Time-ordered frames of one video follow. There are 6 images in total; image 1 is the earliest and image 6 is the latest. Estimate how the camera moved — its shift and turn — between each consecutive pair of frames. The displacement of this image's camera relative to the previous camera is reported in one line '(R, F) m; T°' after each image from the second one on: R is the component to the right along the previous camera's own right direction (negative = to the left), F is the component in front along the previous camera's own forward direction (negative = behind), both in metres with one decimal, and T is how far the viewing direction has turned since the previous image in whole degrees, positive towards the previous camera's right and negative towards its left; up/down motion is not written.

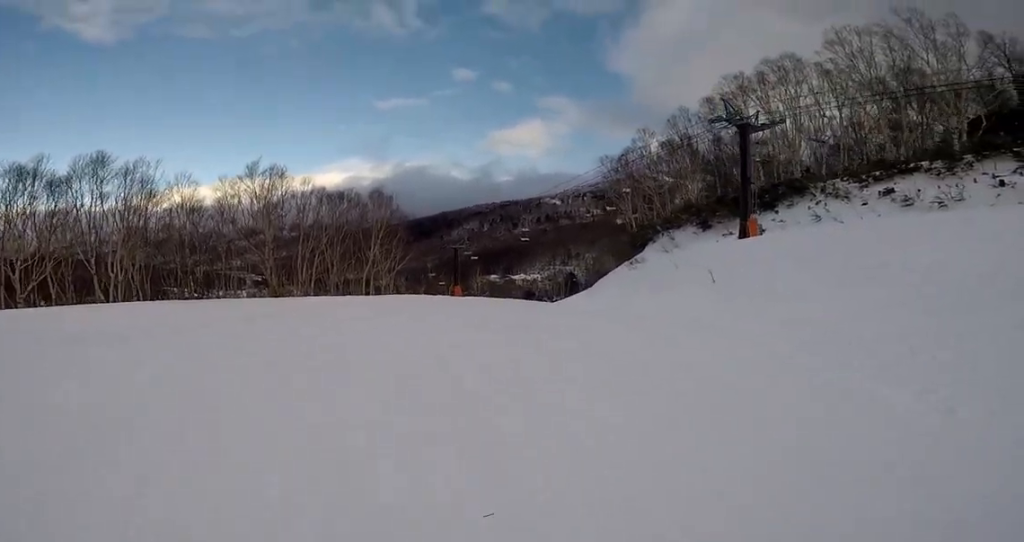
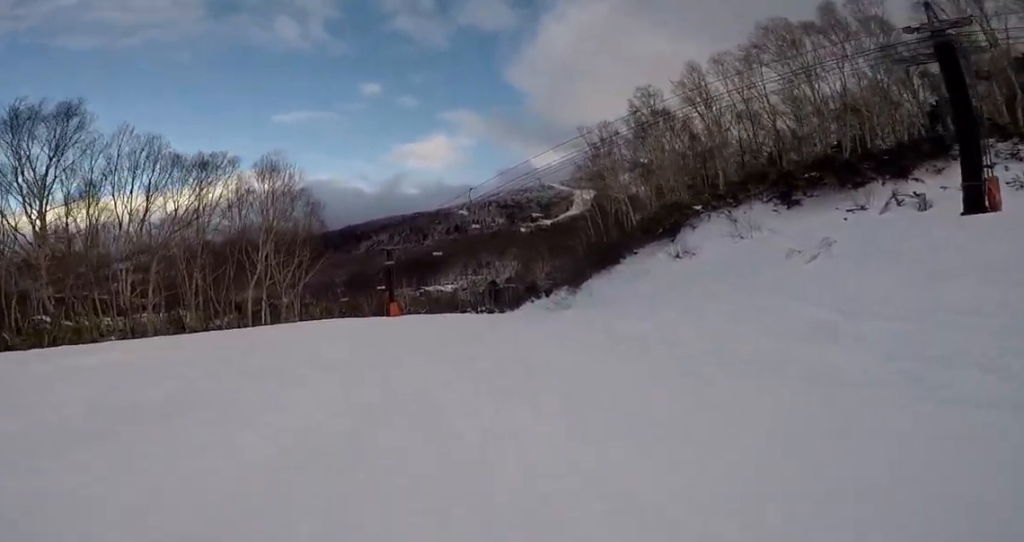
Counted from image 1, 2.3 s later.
(-0.2, +15.2) m; +22°
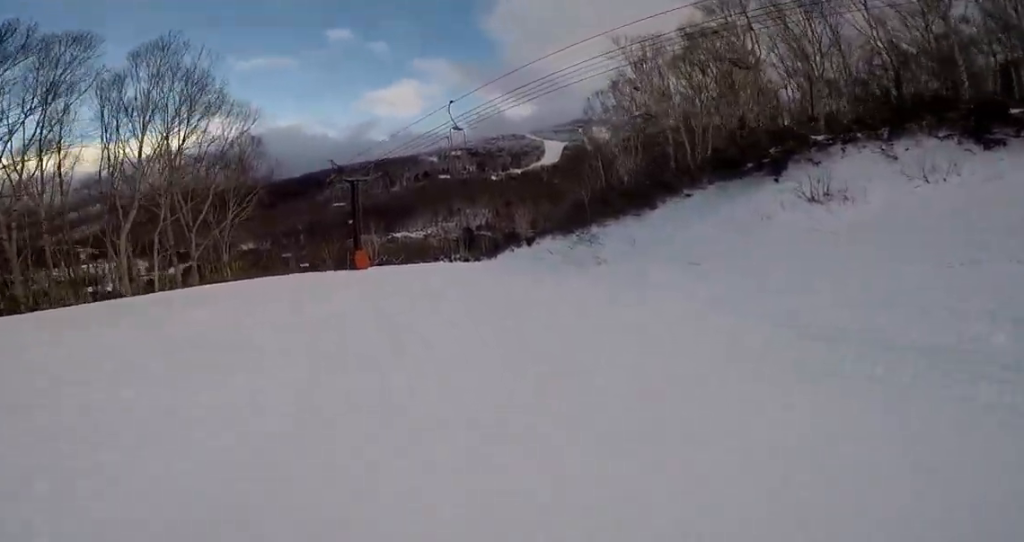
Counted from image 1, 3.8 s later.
(+1.0, +9.8) m; +3°
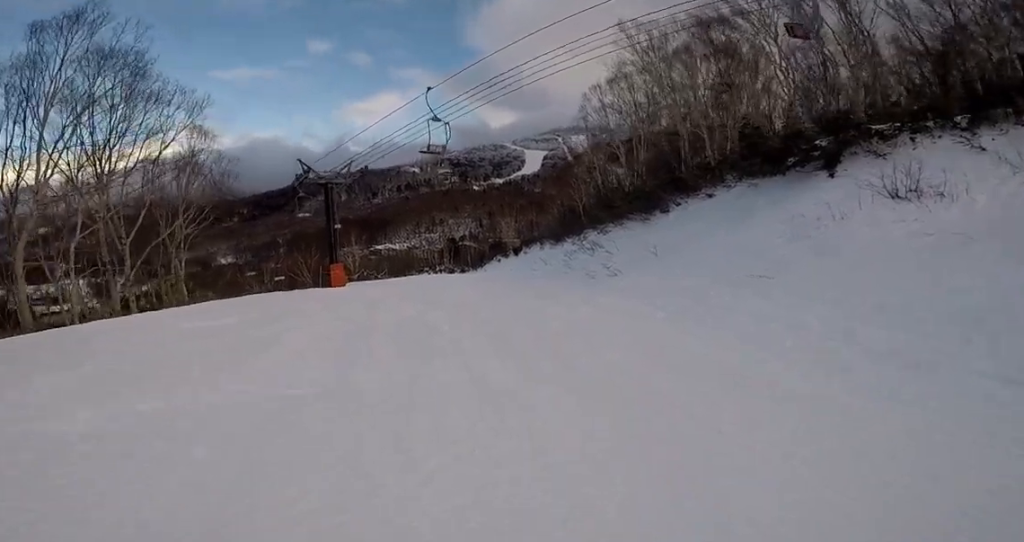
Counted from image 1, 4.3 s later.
(-0.5, +3.8) m; +1°
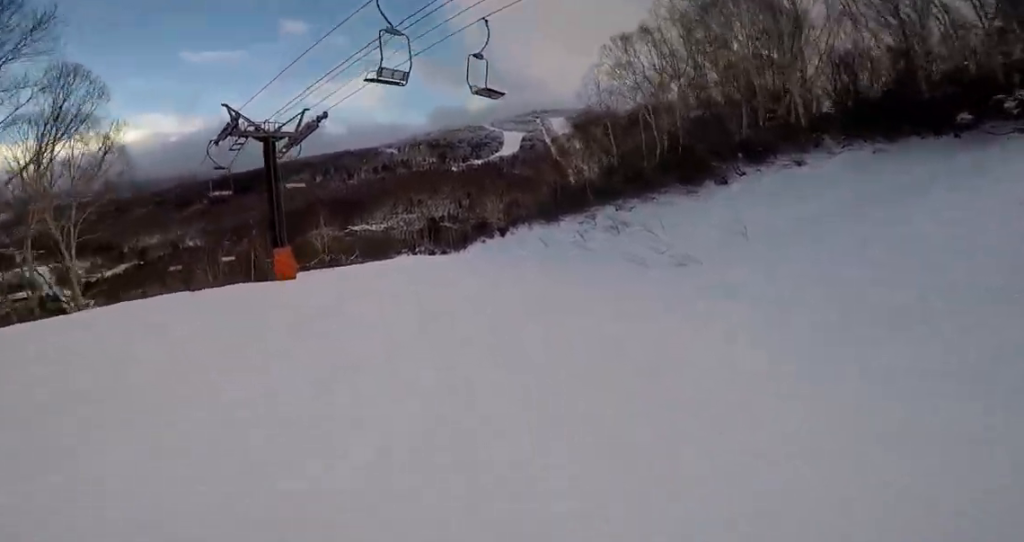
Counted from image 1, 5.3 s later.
(+1.0, +7.3) m; +7°
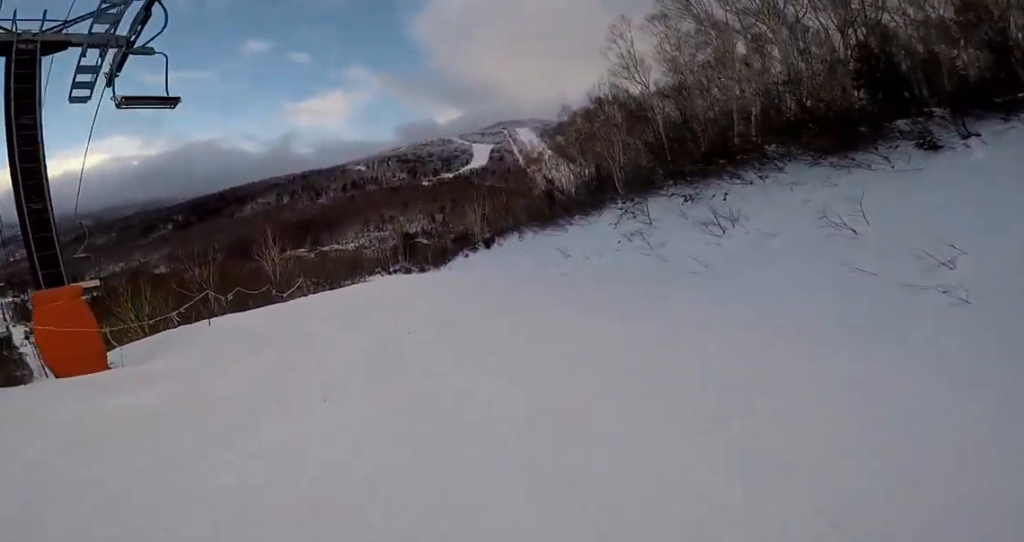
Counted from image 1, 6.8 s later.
(0.0, +11.7) m; +5°
